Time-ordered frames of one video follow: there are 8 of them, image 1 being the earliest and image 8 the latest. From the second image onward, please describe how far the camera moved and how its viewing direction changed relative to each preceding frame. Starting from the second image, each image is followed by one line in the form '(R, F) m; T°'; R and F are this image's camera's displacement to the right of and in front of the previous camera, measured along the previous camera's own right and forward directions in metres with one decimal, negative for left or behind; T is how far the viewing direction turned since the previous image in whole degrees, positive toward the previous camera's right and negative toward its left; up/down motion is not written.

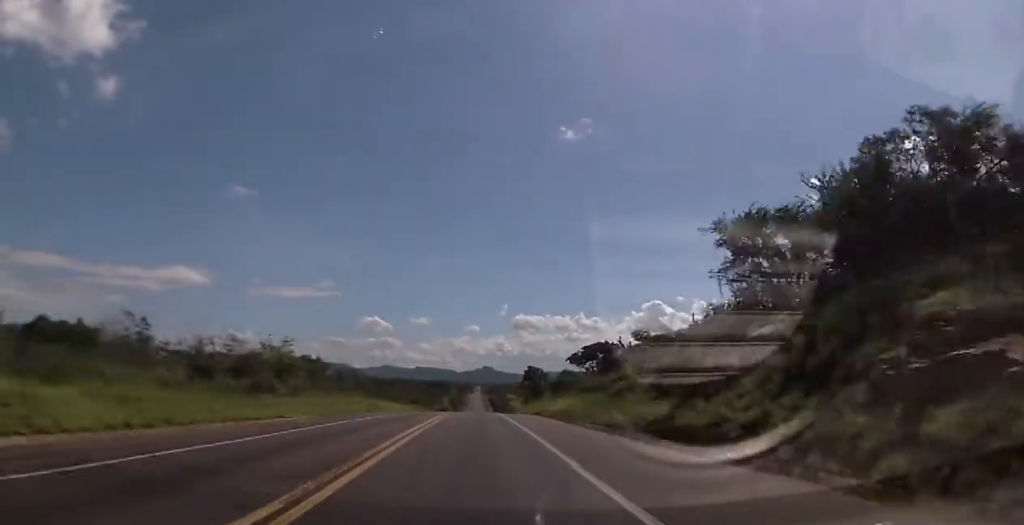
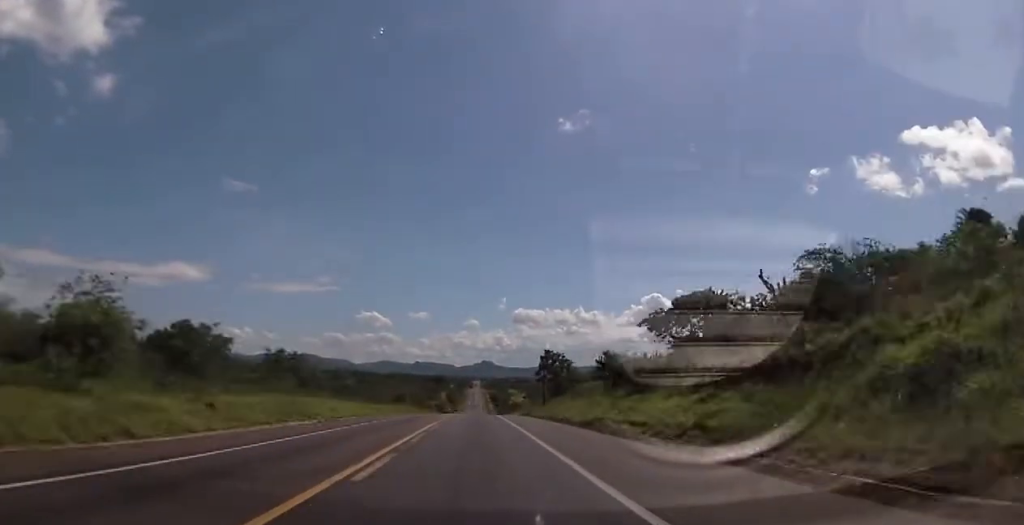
(+0.1, +34.0) m; 0°
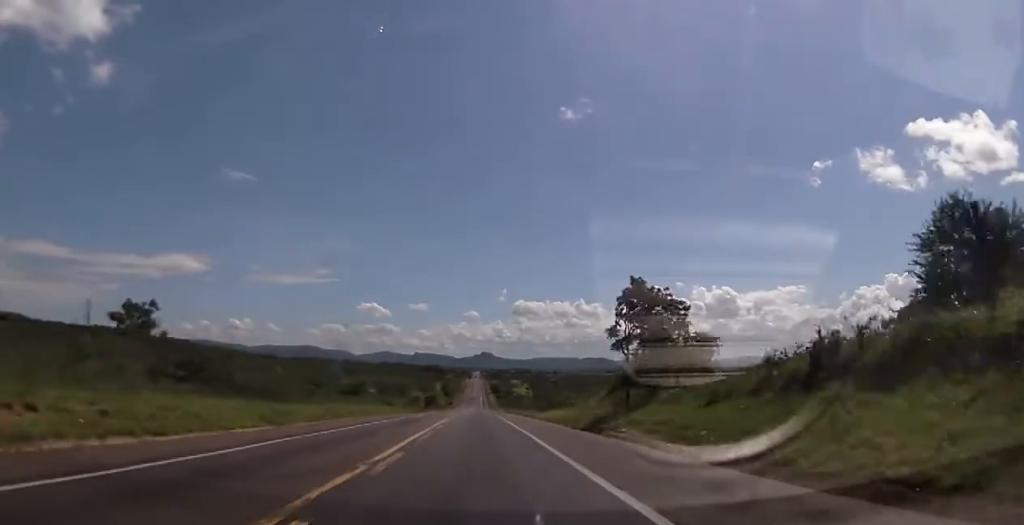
(-0.3, +52.0) m; 0°
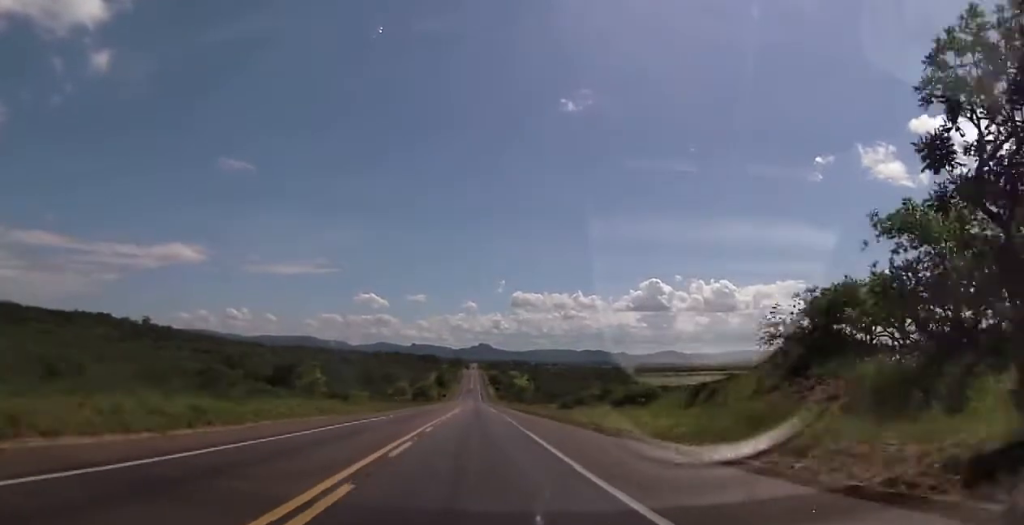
(+0.1, +30.6) m; 0°
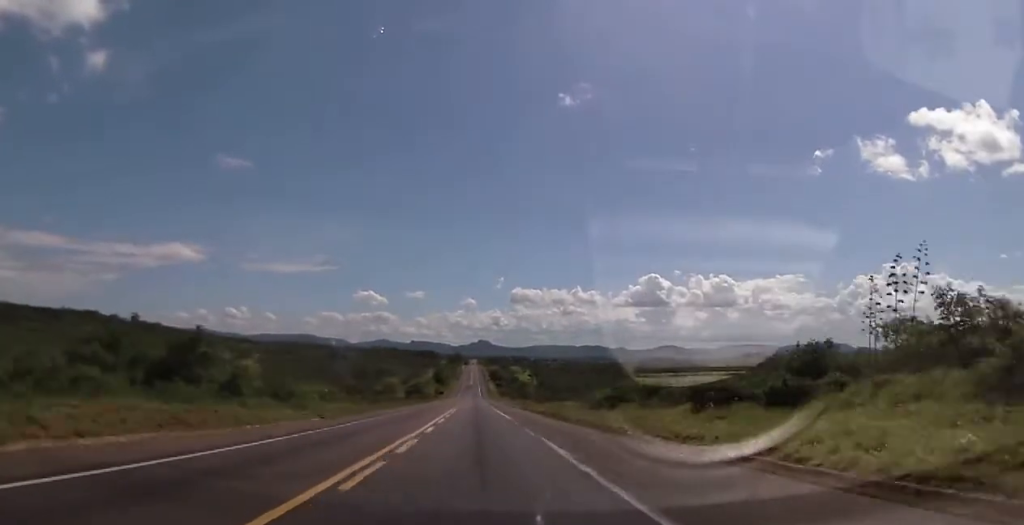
(+0.1, +22.6) m; 0°
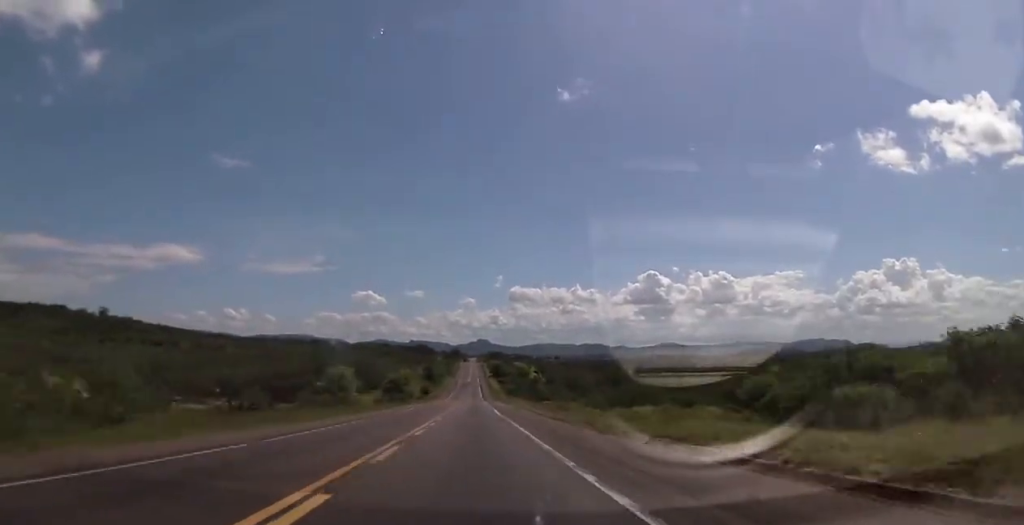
(+0.2, +54.2) m; 0°
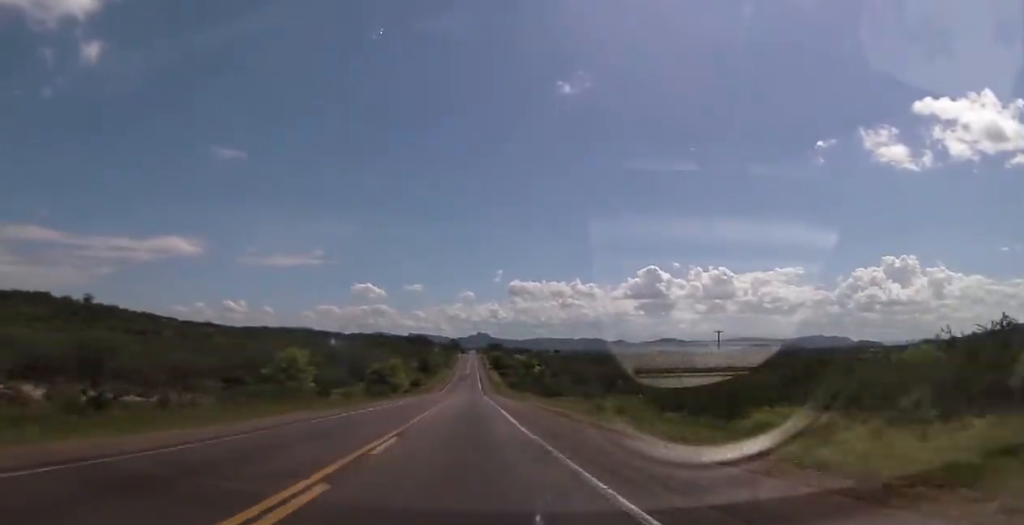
(0.0, +24.6) m; 0°
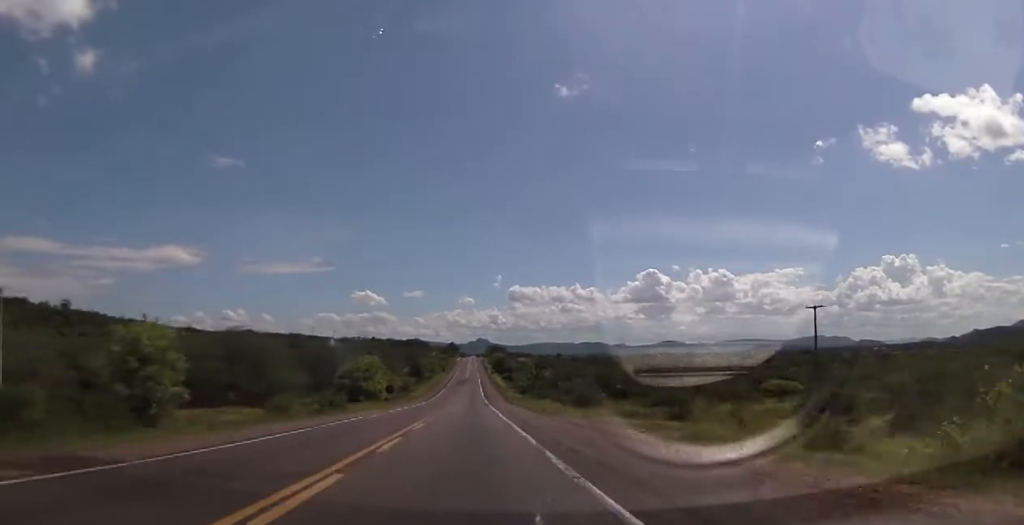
(-0.2, +31.9) m; 0°
